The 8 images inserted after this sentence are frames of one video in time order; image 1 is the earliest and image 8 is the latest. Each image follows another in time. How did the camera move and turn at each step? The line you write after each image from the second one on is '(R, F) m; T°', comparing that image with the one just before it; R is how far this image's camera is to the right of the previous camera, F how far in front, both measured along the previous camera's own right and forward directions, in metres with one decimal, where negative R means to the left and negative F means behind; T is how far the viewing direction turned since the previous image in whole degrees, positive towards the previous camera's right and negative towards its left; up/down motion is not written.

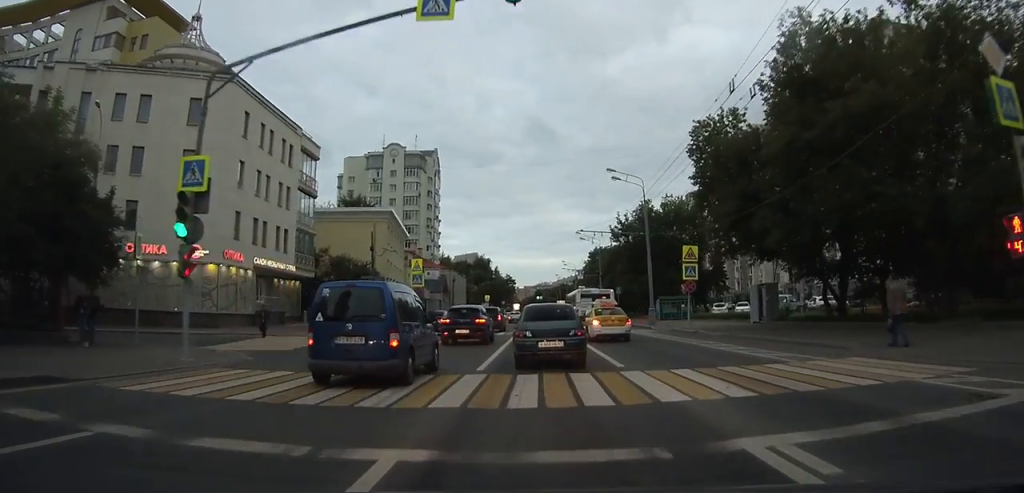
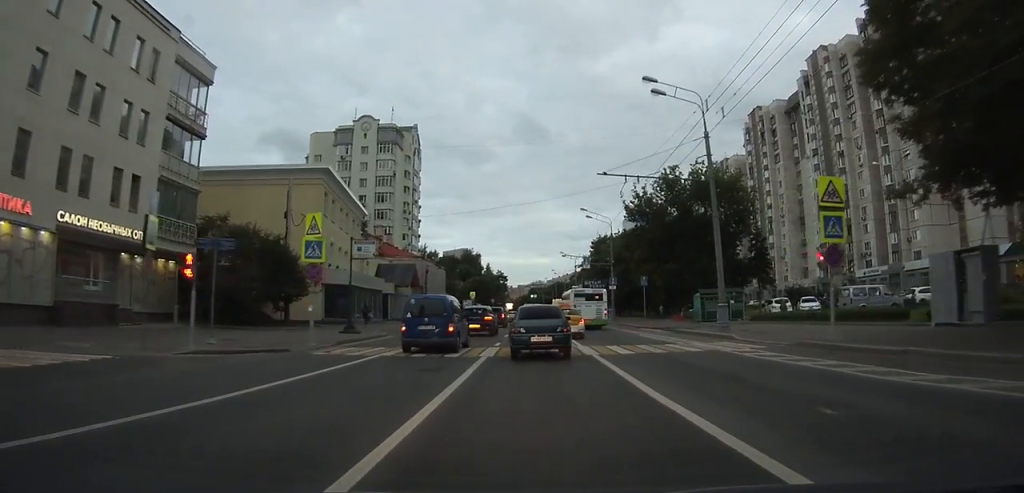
(0.0, +18.6) m; 0°
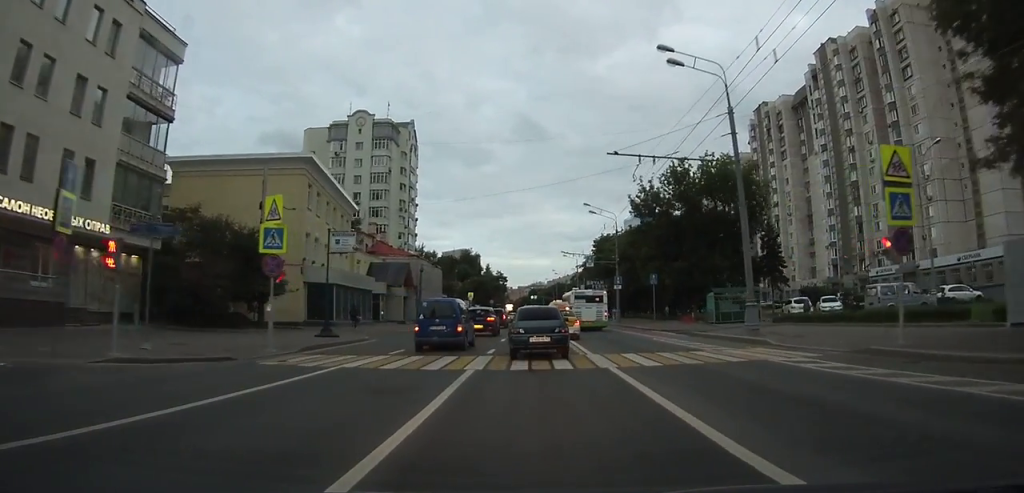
(0.0, +3.8) m; 0°
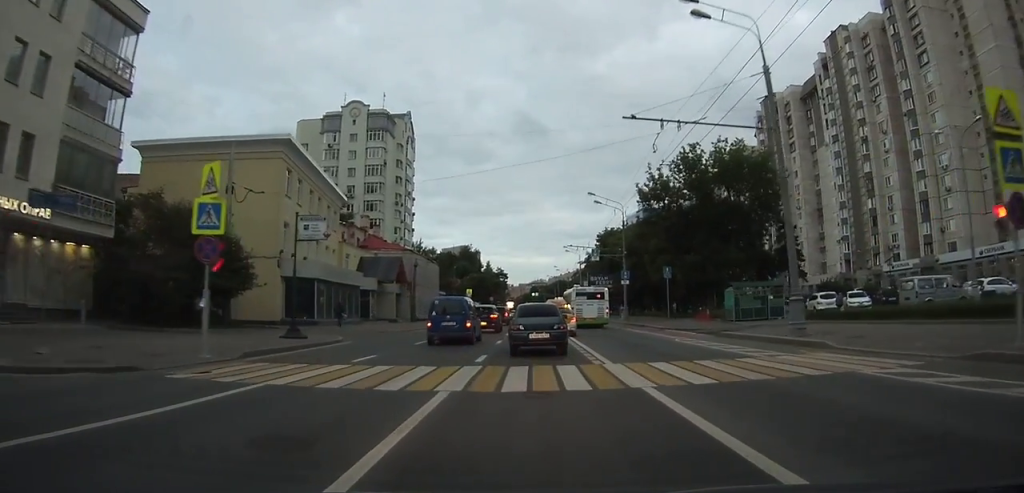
(0.0, +4.1) m; 0°
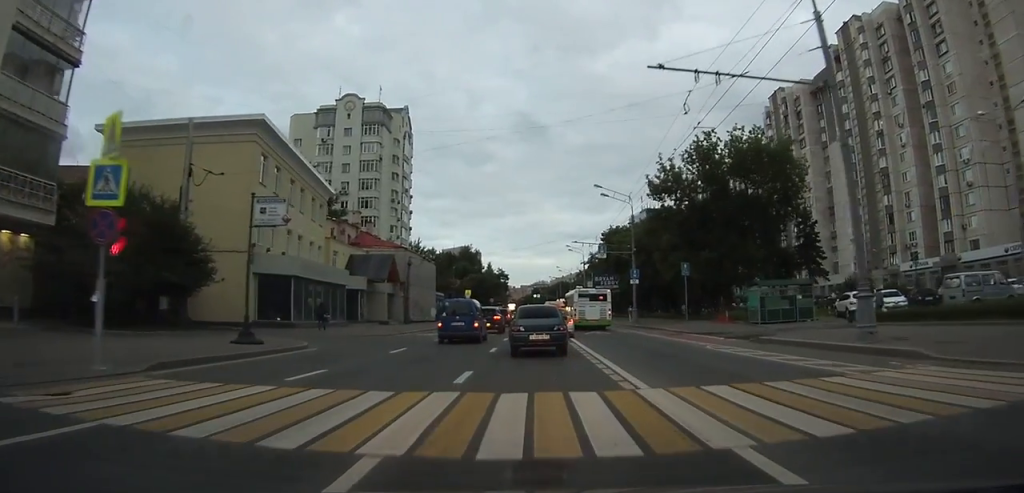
(-0.1, +4.5) m; -1°
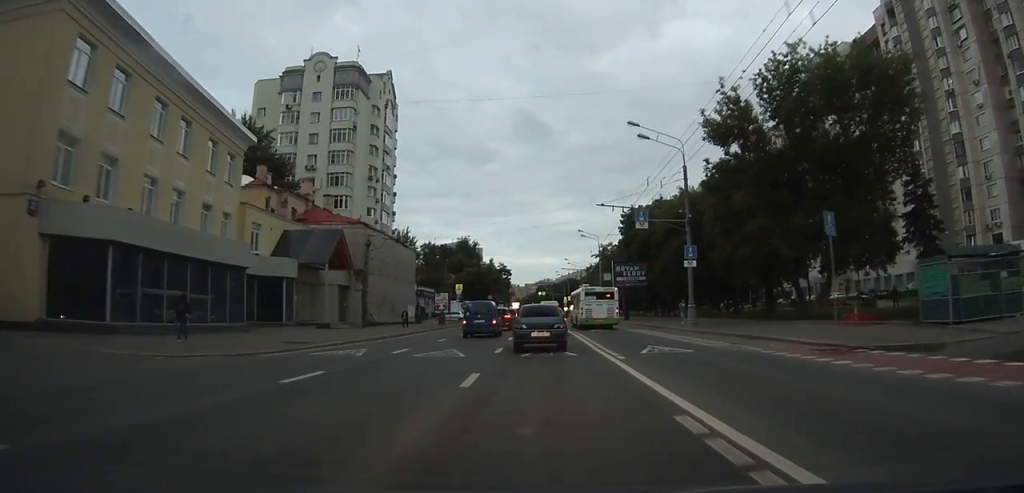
(-0.6, +17.8) m; -3°
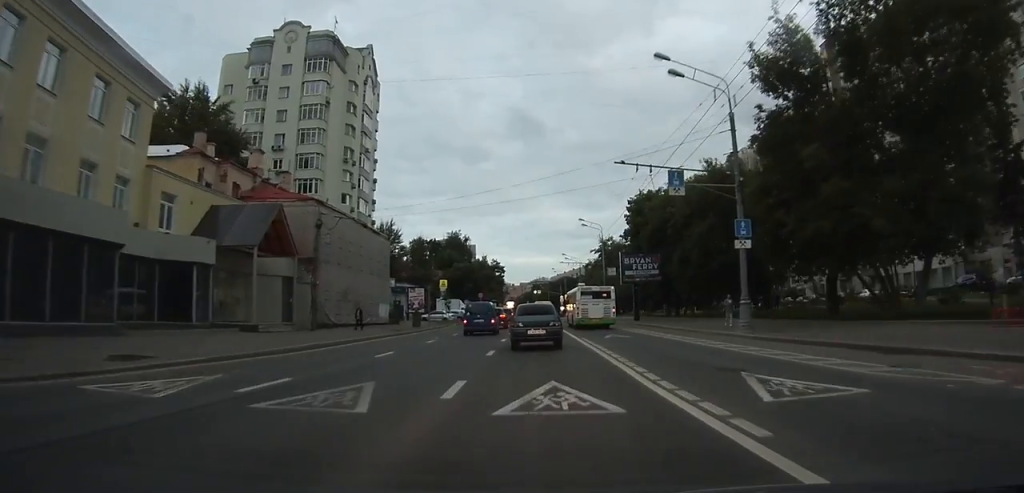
(0.0, +10.3) m; +1°
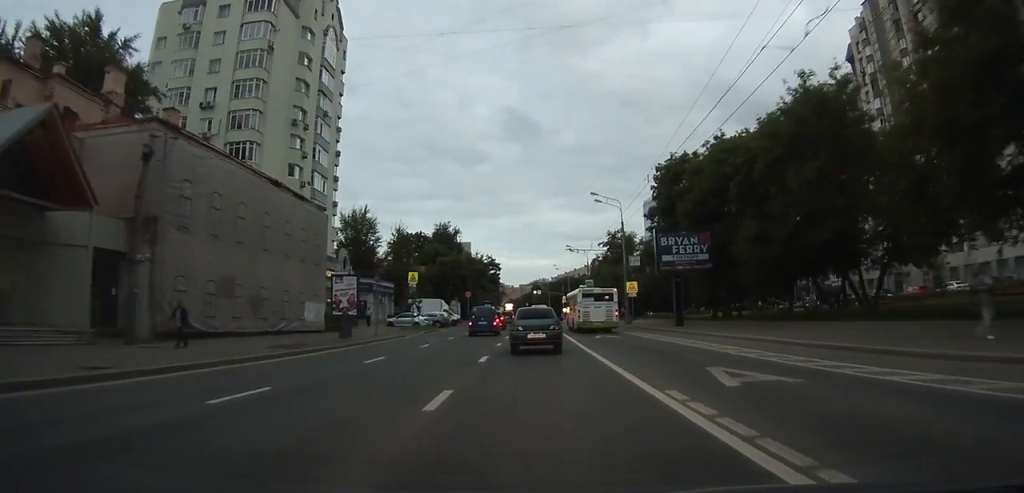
(+0.3, +17.9) m; +1°
